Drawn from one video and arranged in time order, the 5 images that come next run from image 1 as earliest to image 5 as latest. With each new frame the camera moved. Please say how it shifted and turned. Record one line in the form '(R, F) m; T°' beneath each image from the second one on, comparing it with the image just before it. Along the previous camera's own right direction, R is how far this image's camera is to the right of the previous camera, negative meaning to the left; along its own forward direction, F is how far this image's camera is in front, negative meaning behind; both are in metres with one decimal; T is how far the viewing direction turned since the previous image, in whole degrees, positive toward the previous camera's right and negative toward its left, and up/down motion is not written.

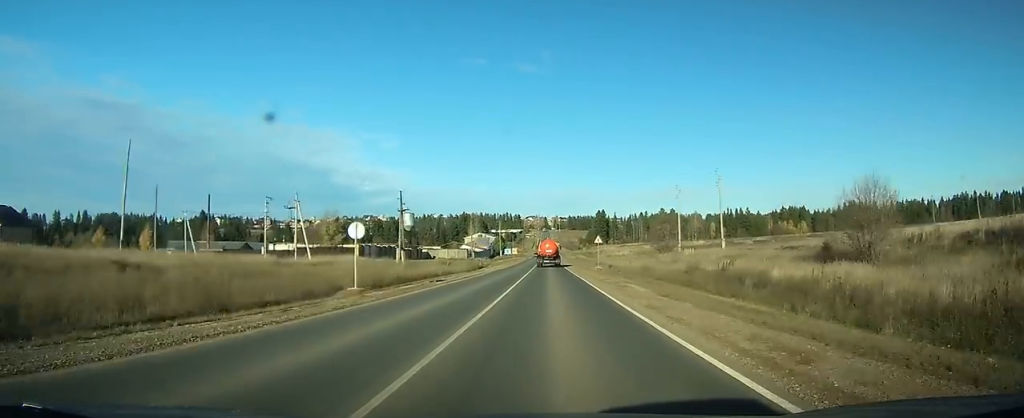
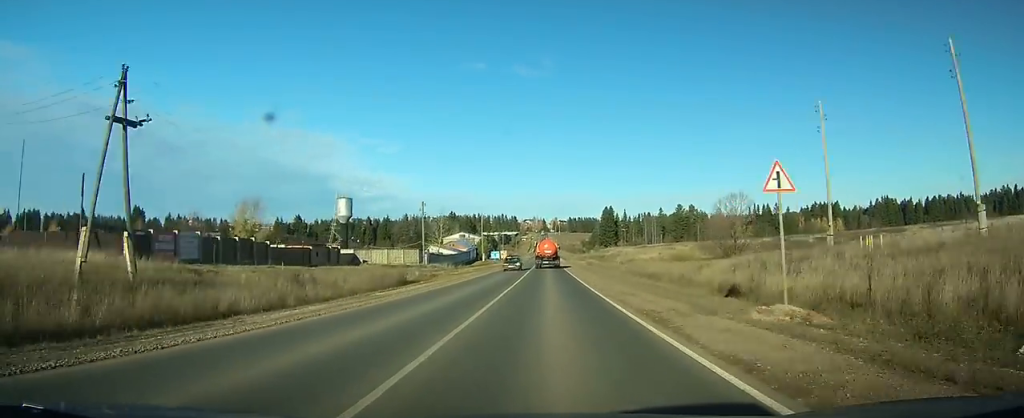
(0.0, +49.3) m; 0°
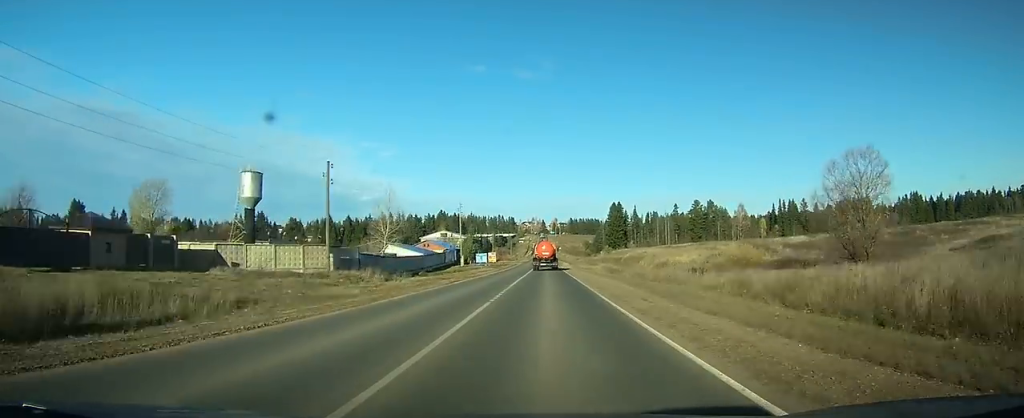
(0.0, +35.4) m; 0°
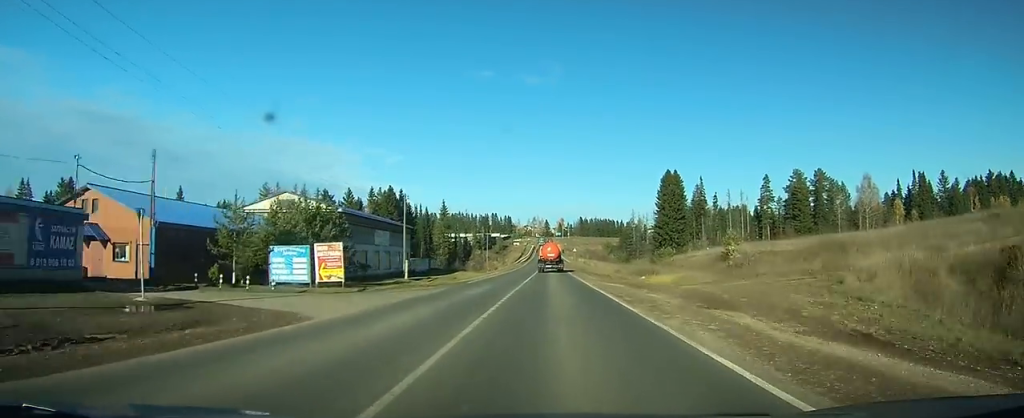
(-0.6, +105.9) m; 0°
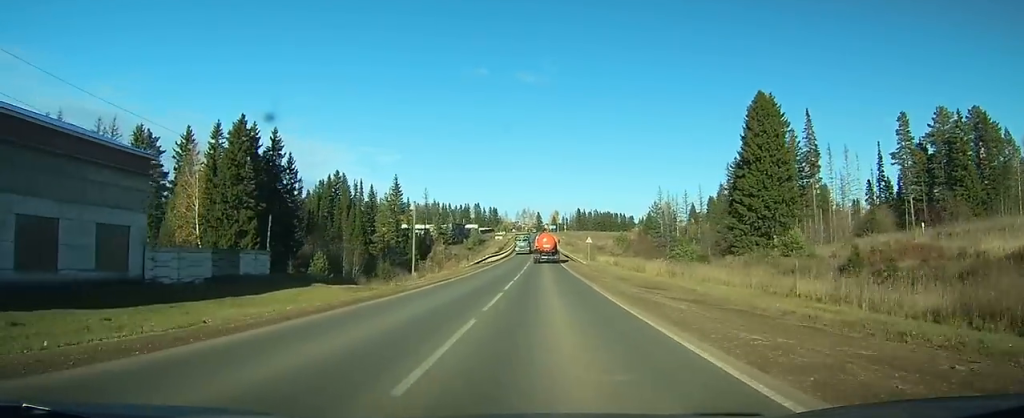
(+0.6, +68.5) m; +1°
